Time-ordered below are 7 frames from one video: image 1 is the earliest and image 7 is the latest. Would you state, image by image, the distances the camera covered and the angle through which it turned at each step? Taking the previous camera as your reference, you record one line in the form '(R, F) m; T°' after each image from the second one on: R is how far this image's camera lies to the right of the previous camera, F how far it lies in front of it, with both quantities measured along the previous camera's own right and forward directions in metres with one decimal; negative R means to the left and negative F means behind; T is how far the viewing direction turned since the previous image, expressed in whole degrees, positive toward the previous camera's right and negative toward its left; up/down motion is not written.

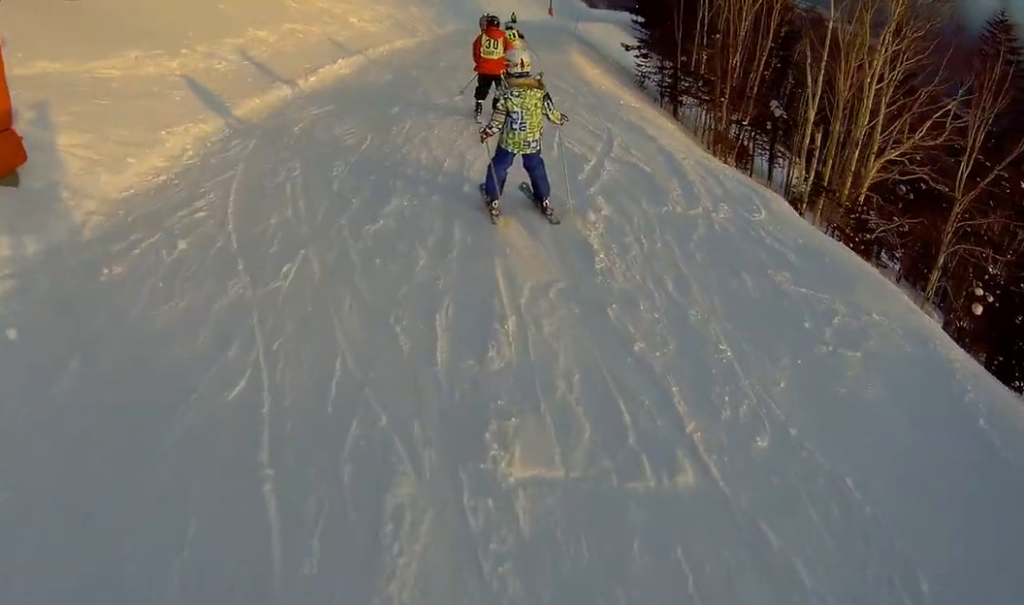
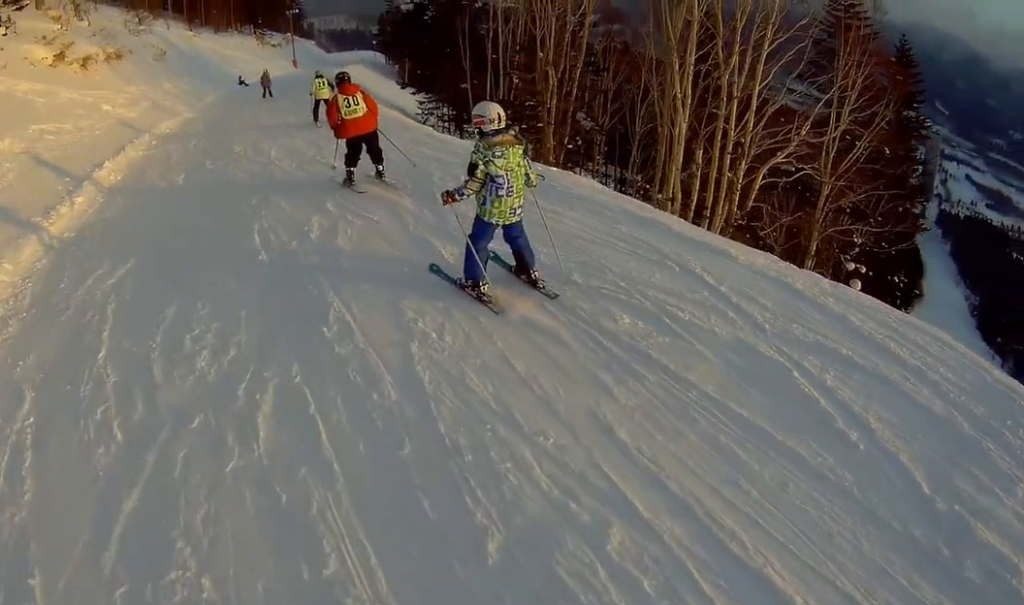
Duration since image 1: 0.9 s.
(0.0, +5.8) m; 0°
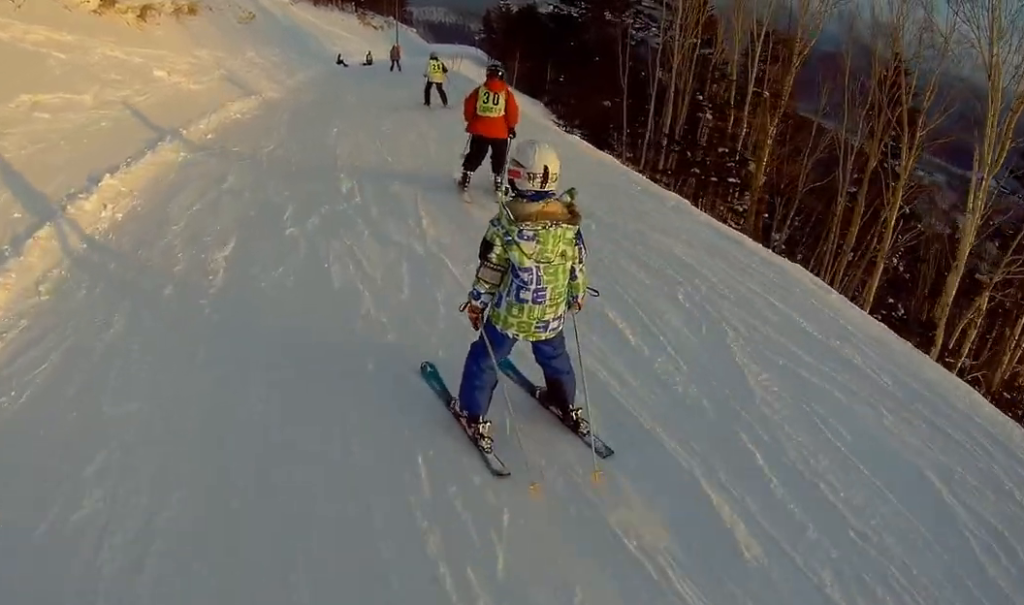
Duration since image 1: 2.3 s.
(0.0, +8.2) m; +4°
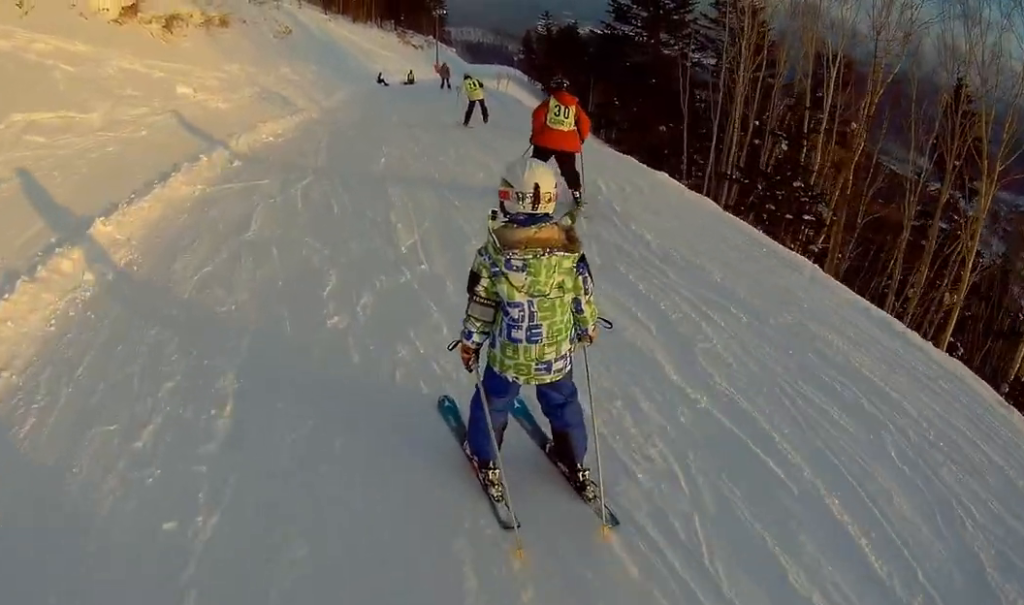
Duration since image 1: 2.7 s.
(-0.2, +2.3) m; +6°
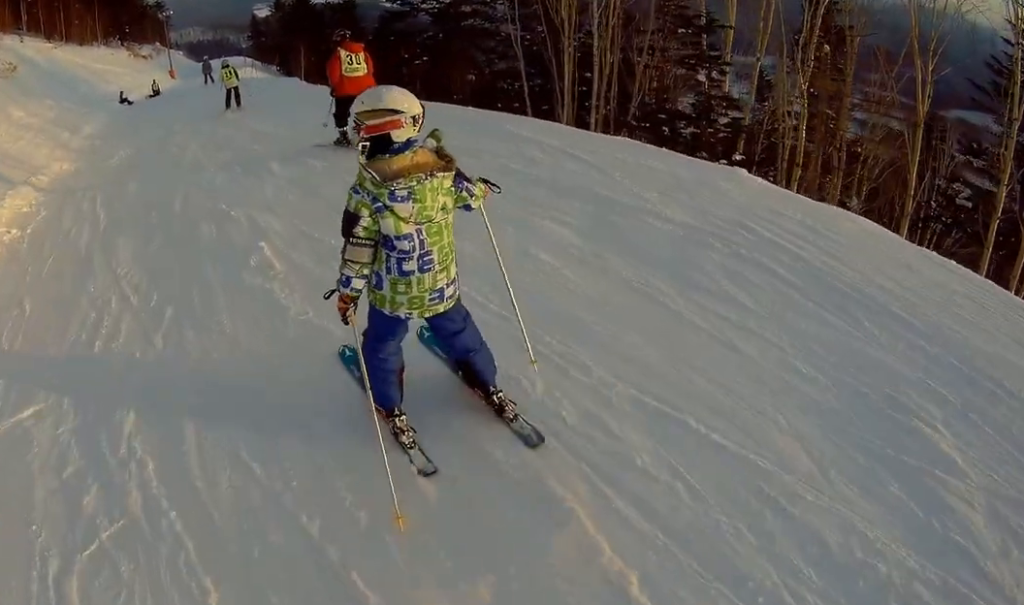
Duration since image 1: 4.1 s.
(+1.5, +6.5) m; +15°
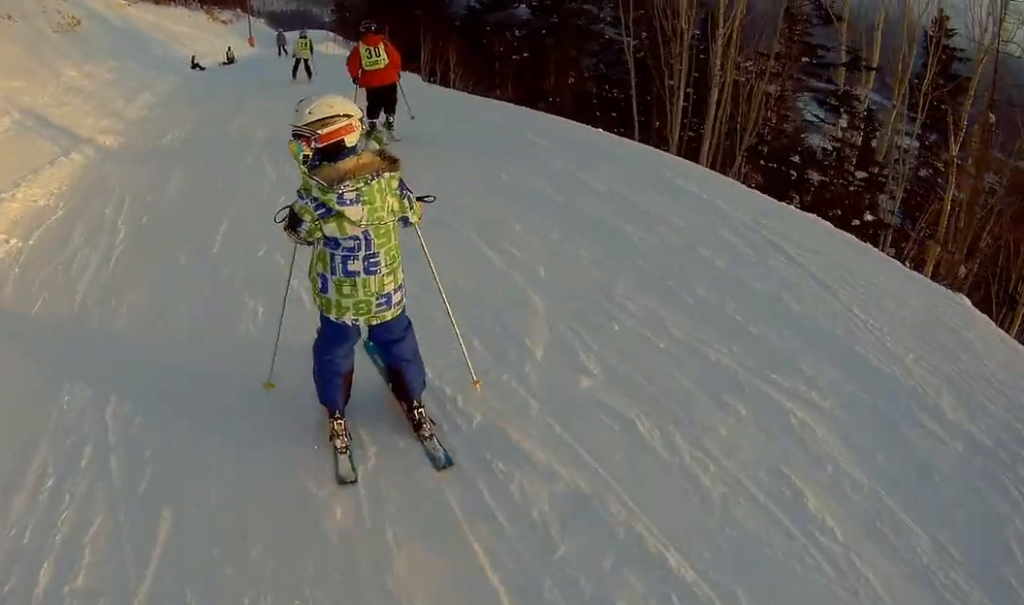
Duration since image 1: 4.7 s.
(-0.3, +2.3) m; +1°
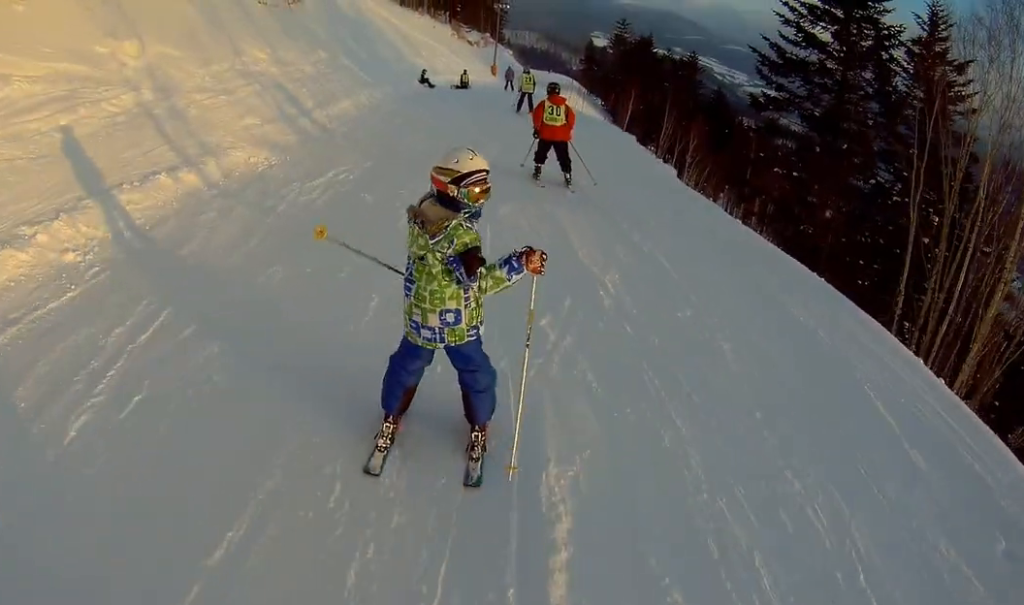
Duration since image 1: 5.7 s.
(+0.2, +4.3) m; -5°
